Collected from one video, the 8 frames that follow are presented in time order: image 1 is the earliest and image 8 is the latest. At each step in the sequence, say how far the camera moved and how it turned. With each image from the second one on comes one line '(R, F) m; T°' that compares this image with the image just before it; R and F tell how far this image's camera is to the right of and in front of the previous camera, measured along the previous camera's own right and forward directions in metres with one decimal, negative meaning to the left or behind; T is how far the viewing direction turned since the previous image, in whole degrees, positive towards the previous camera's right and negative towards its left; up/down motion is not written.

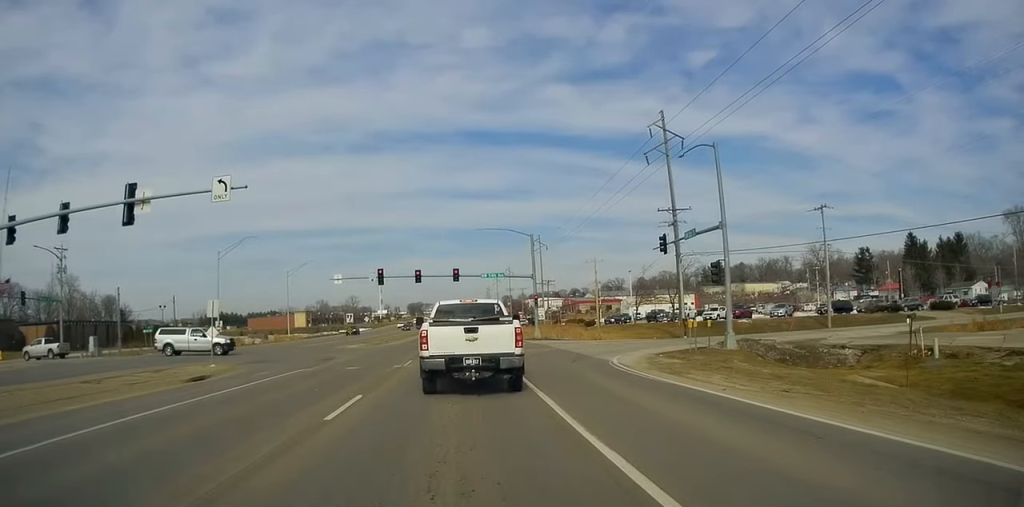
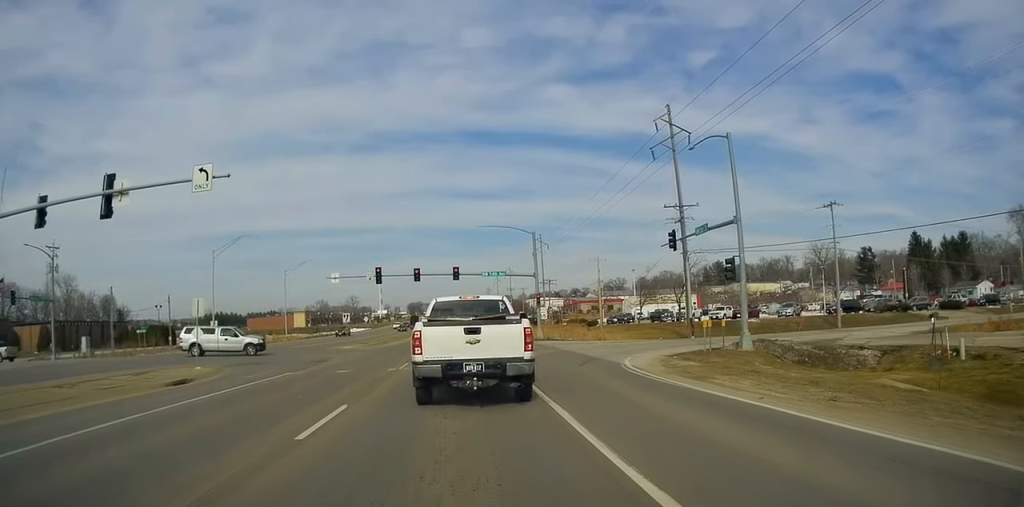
(0.0, +2.3) m; 0°
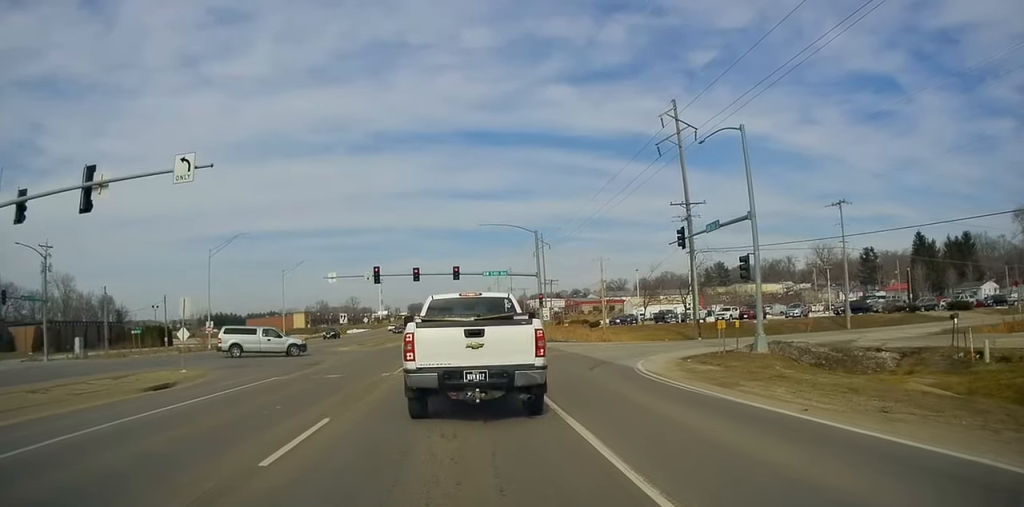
(0.0, +1.9) m; 0°
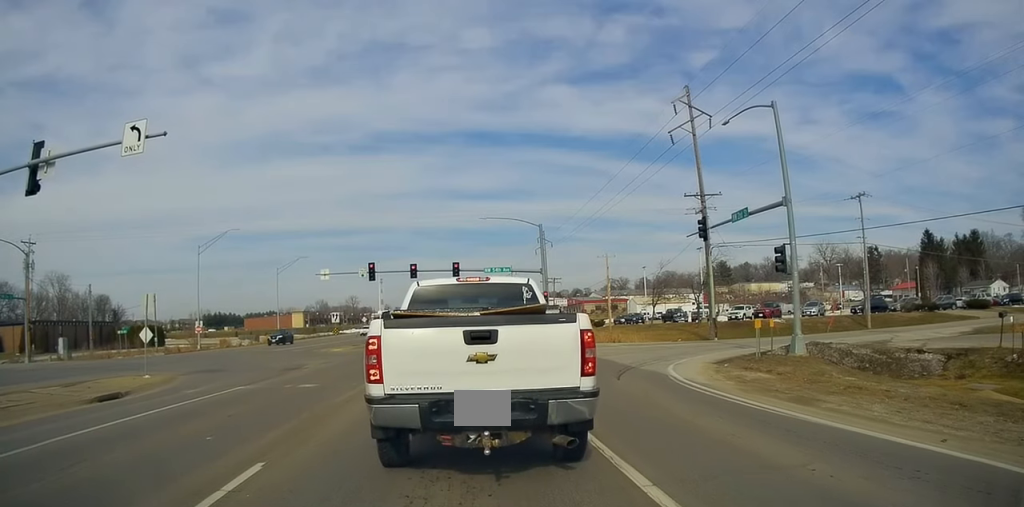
(0.0, +4.5) m; 0°
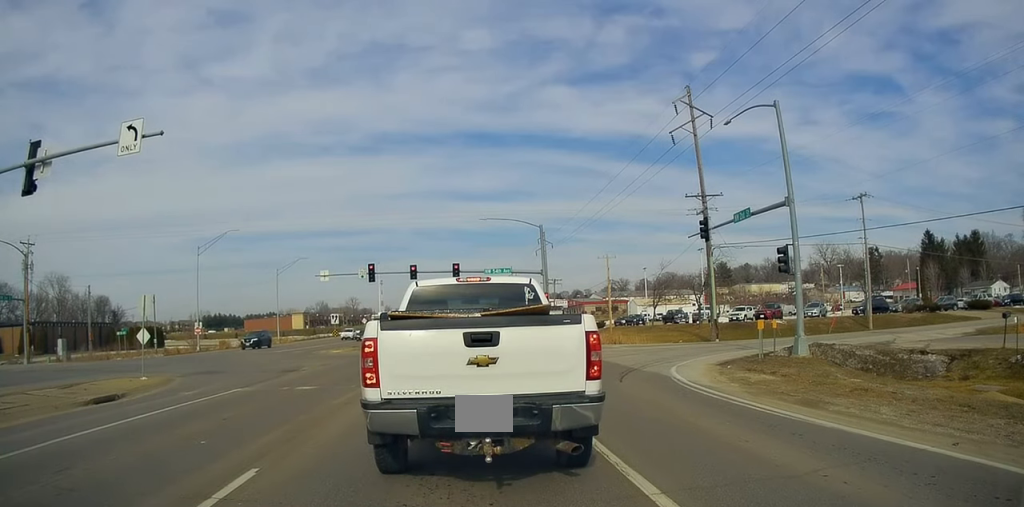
(0.0, +0.6) m; 0°
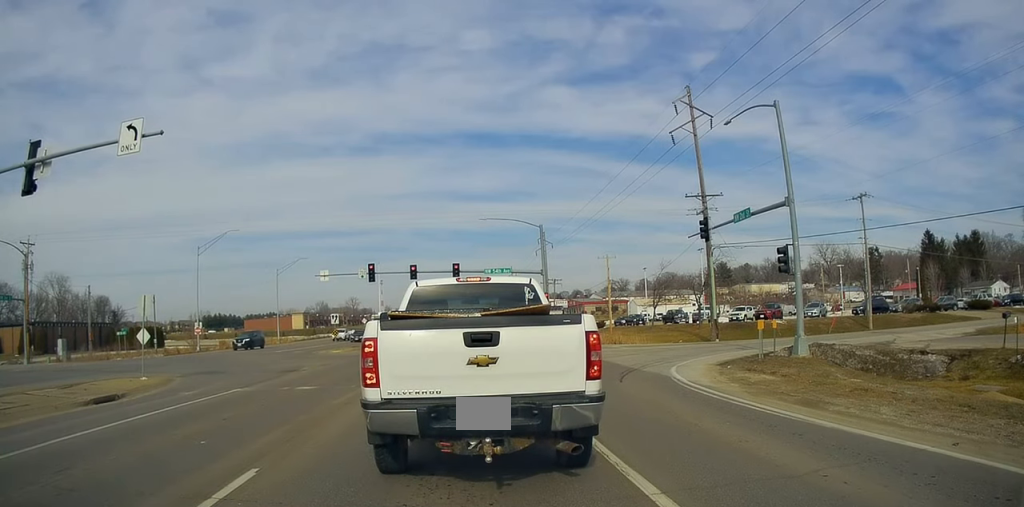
(0.0, 0.0) m; 0°
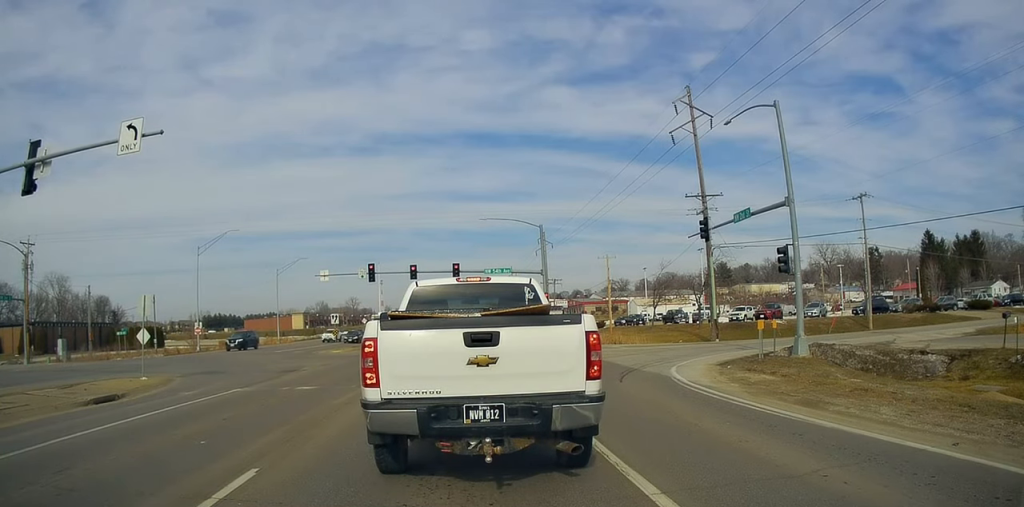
(0.0, 0.0) m; 0°
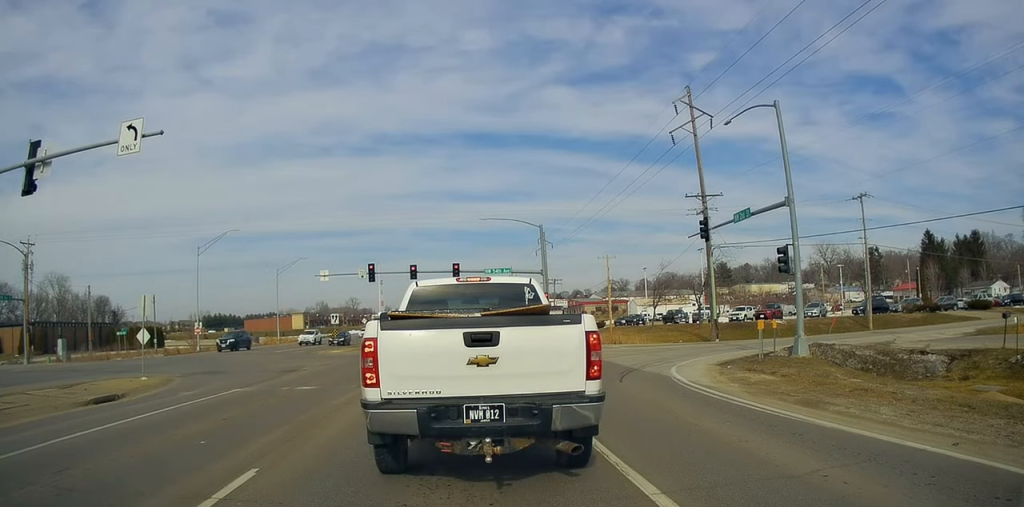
(0.0, 0.0) m; 0°
